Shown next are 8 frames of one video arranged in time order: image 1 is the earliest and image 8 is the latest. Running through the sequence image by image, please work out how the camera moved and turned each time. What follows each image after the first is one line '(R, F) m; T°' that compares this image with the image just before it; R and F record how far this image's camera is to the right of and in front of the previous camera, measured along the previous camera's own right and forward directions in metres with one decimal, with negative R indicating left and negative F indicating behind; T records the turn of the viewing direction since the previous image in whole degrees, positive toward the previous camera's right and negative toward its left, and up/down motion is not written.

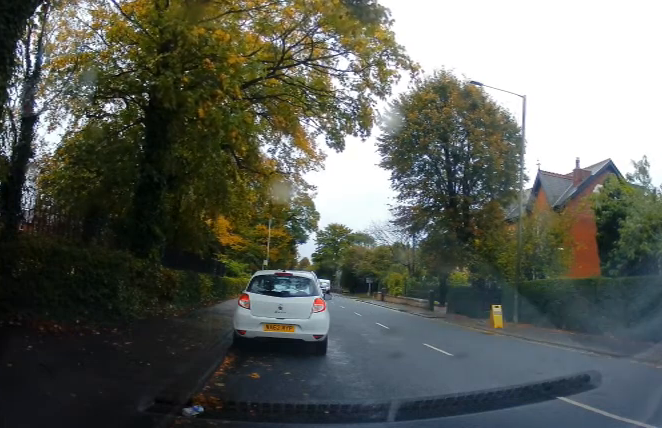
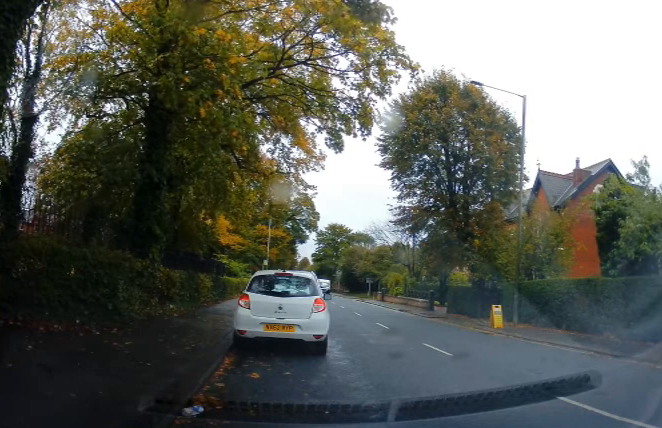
(0.0, 0.0) m; 0°
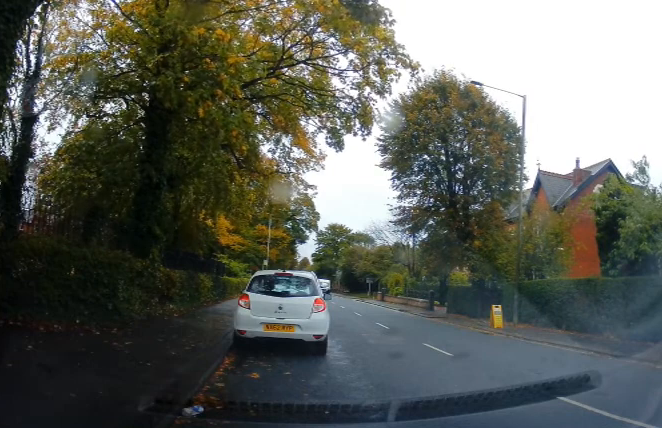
(0.0, 0.0) m; 0°
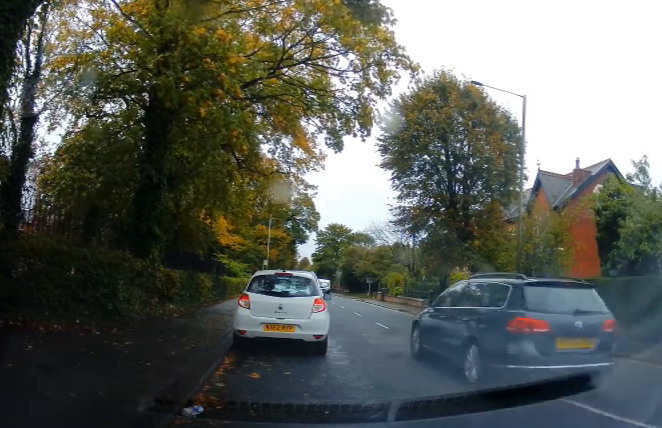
(0.0, +0.1) m; 0°
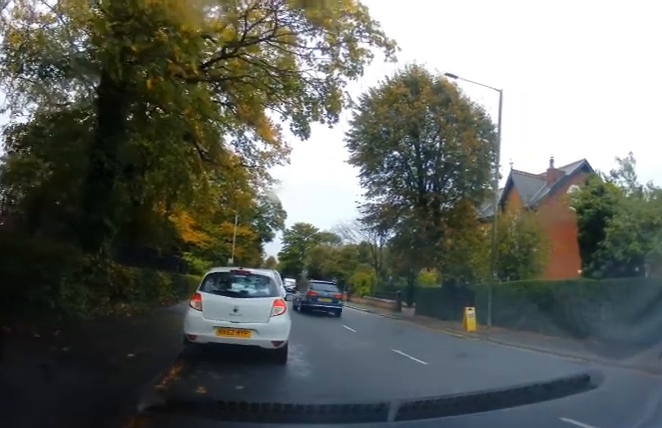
(+0.2, +1.0) m; +12°
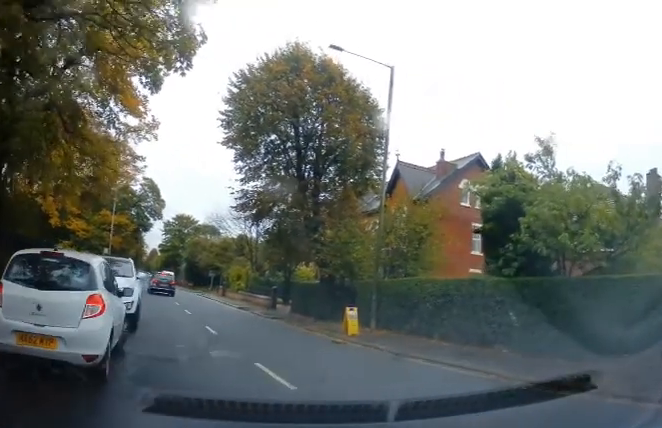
(+0.1, +2.7) m; +4°
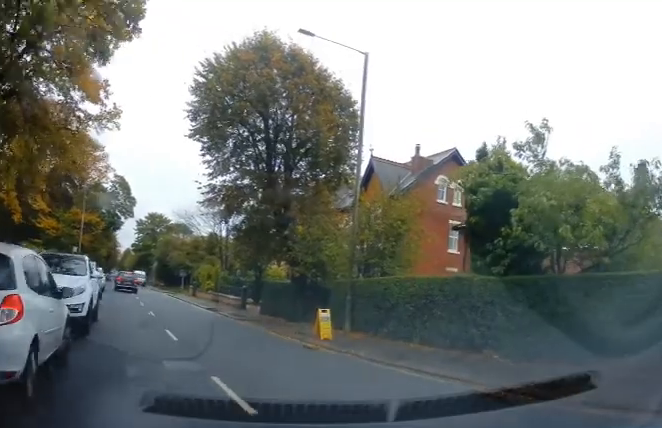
(+0.1, +1.2) m; -1°
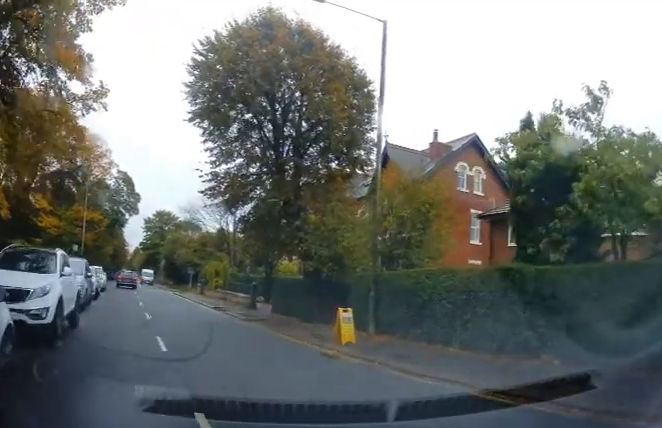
(0.0, +2.1) m; -5°
